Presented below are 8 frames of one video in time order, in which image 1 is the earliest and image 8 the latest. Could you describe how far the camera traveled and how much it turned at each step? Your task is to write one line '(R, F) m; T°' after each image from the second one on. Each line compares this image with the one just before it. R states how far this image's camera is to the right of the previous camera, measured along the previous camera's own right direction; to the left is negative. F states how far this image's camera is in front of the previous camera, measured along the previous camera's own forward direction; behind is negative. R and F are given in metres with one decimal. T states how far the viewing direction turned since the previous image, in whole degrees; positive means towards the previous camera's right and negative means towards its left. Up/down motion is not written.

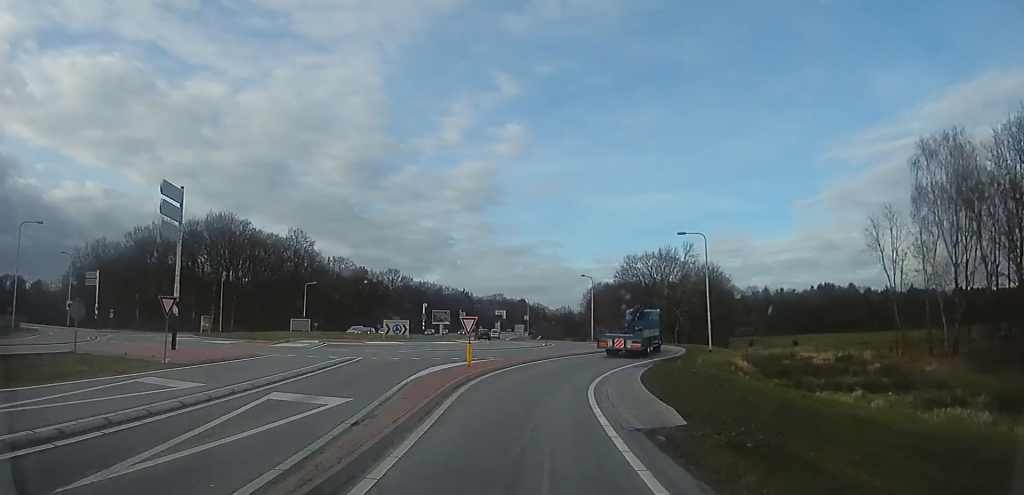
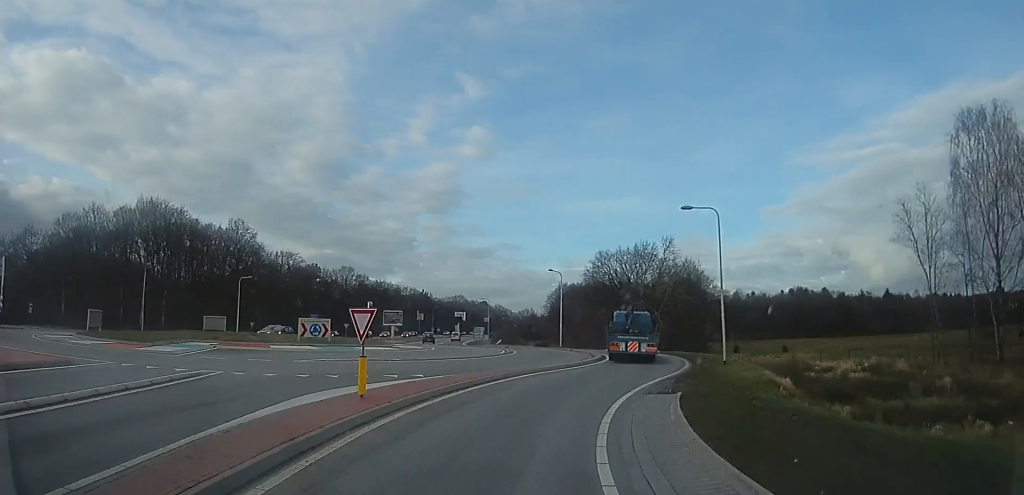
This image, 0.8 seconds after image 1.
(0.0, +9.6) m; +3°
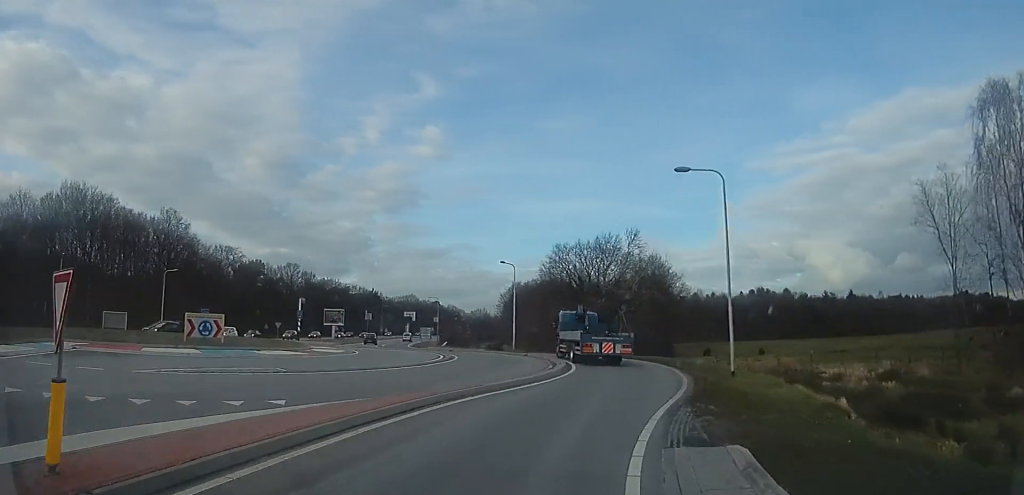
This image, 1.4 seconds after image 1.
(+0.4, +7.6) m; +3°
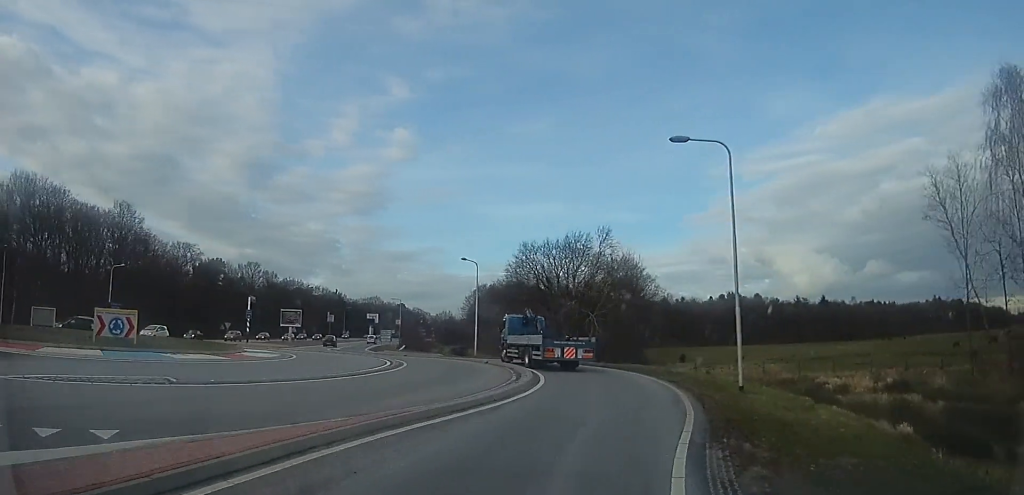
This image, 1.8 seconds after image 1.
(+0.1, +4.3) m; +4°
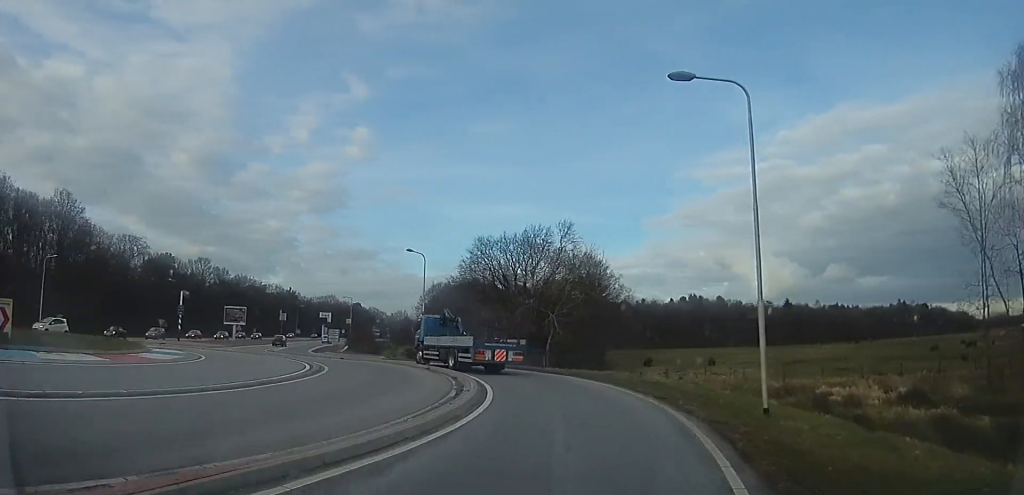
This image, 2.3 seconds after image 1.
(-0.2, +5.0) m; +5°
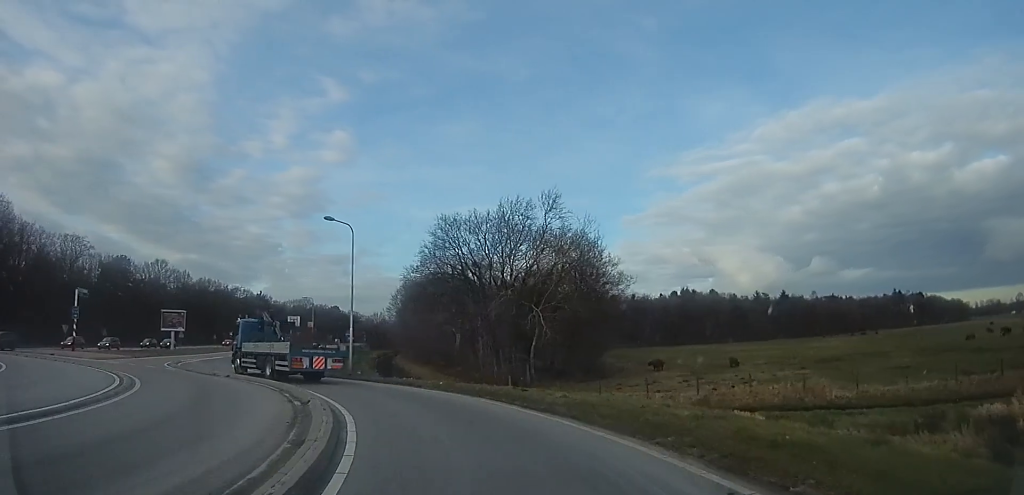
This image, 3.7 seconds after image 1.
(+1.7, +12.4) m; +2°
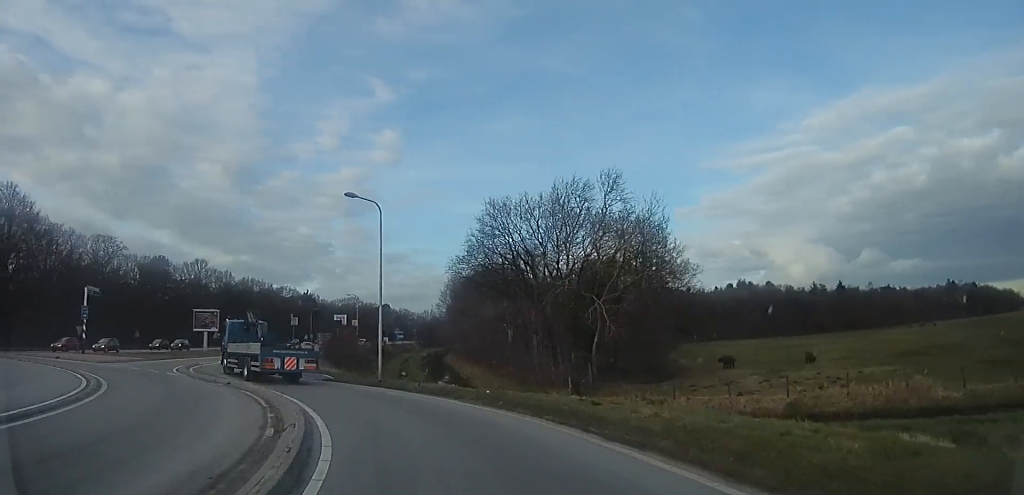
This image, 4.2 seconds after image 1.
(-0.7, +4.5) m; -7°
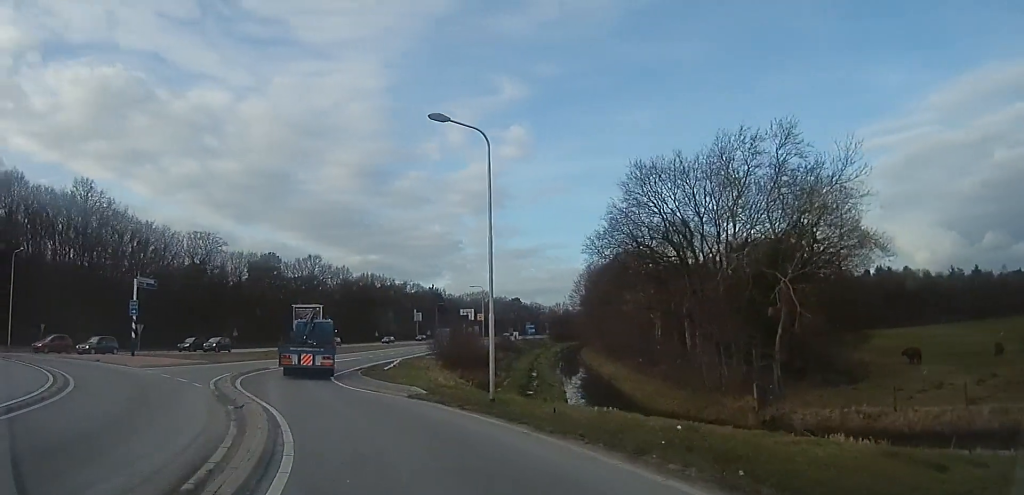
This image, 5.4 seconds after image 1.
(-0.5, +8.6) m; -14°
